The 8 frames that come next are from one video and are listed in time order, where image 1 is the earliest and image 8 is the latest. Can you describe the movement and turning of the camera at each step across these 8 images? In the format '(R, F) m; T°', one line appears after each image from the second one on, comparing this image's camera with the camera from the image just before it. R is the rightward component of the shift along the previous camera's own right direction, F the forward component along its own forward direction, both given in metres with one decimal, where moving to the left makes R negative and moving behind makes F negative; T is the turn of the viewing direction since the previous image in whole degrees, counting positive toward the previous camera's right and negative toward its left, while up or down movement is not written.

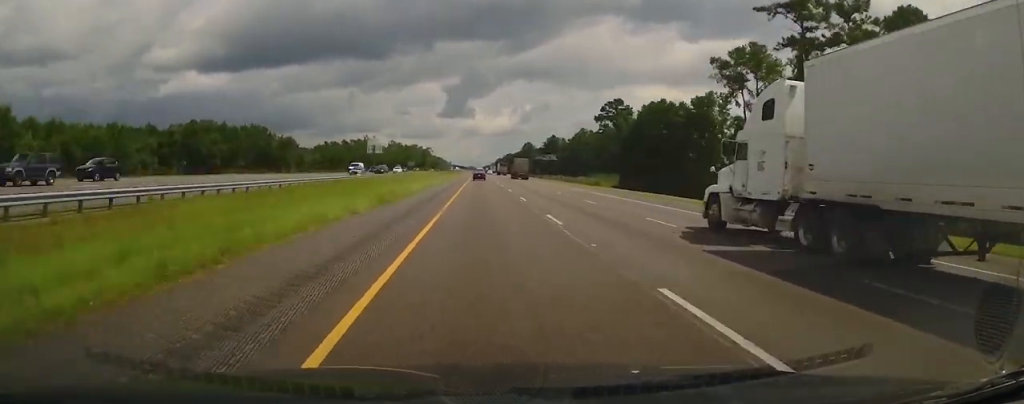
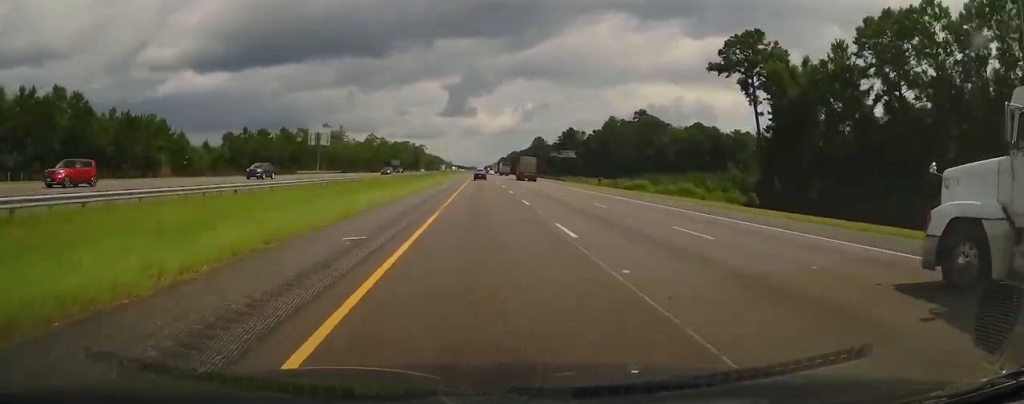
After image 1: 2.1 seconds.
(-0.2, +75.9) m; 0°
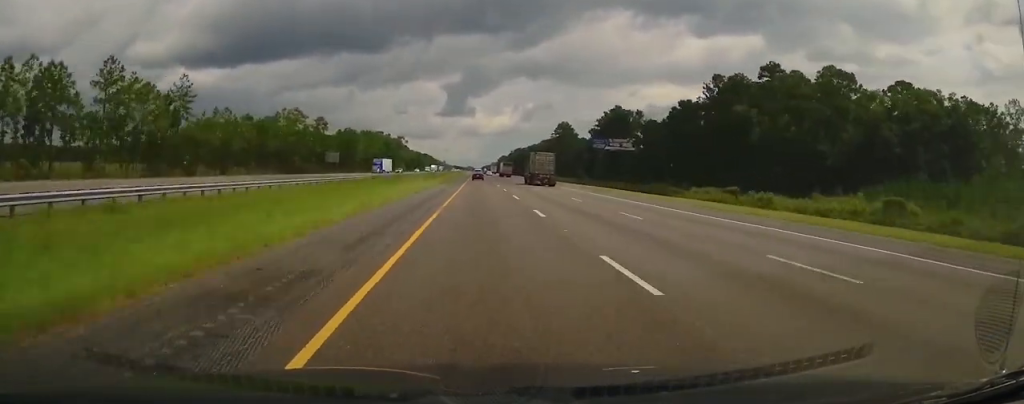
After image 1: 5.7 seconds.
(+0.8, +127.9) m; 0°
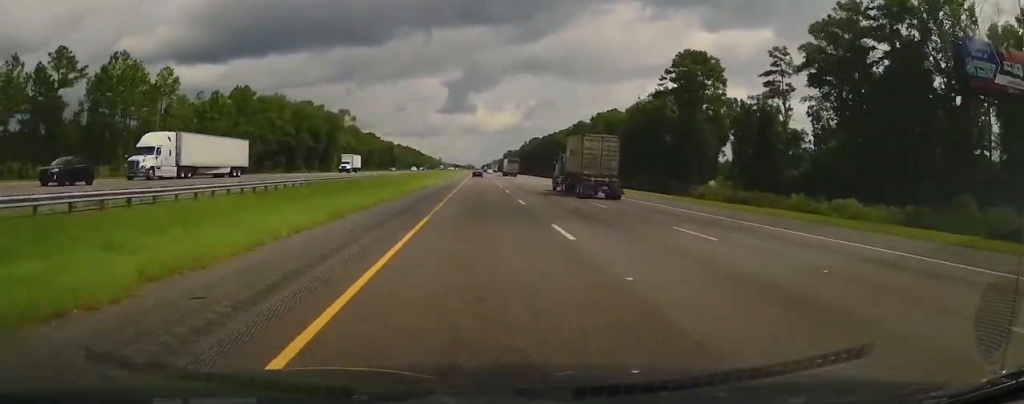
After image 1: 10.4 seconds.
(-0.1, +165.2) m; 0°
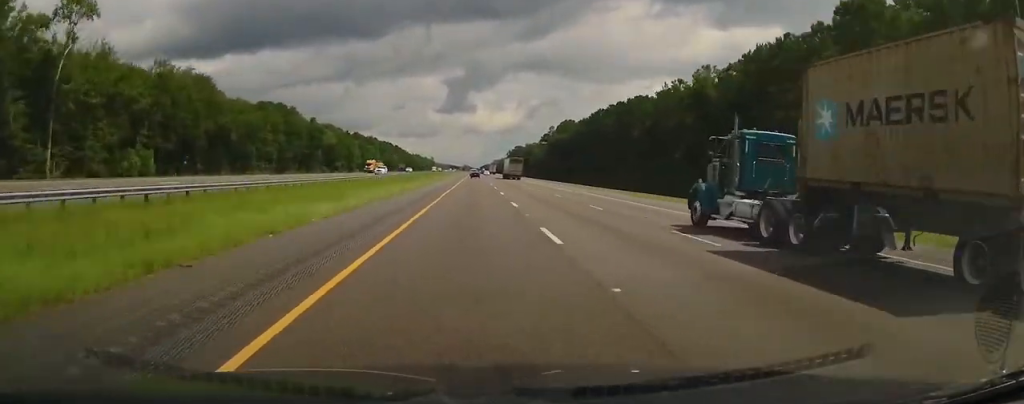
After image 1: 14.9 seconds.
(-0.6, +159.5) m; 0°
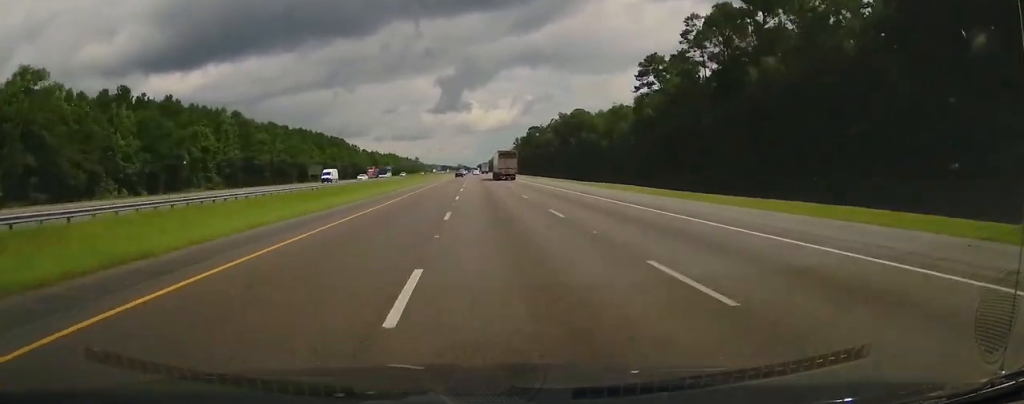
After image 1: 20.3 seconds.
(+1.3, +187.9) m; 0°
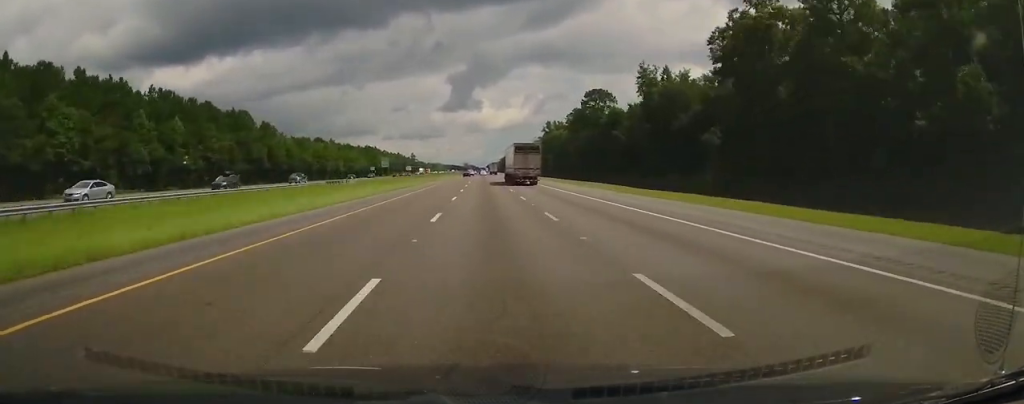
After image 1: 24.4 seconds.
(-0.7, +145.7) m; 0°
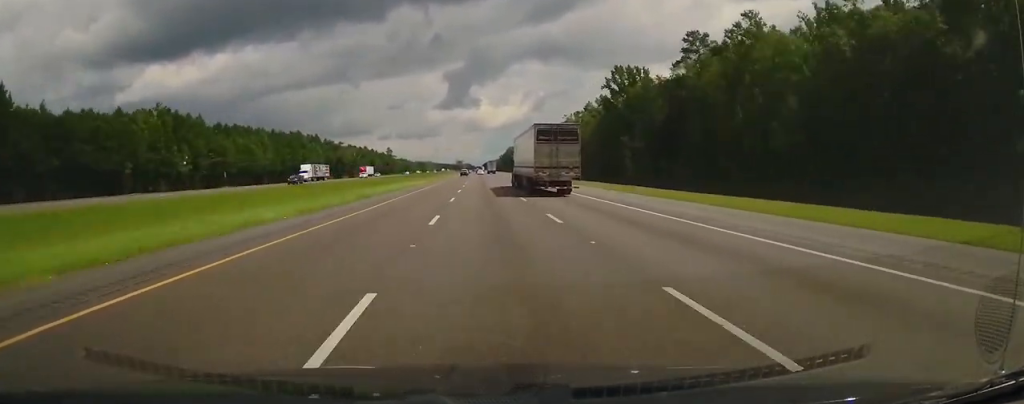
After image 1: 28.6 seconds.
(0.0, +145.3) m; 0°
